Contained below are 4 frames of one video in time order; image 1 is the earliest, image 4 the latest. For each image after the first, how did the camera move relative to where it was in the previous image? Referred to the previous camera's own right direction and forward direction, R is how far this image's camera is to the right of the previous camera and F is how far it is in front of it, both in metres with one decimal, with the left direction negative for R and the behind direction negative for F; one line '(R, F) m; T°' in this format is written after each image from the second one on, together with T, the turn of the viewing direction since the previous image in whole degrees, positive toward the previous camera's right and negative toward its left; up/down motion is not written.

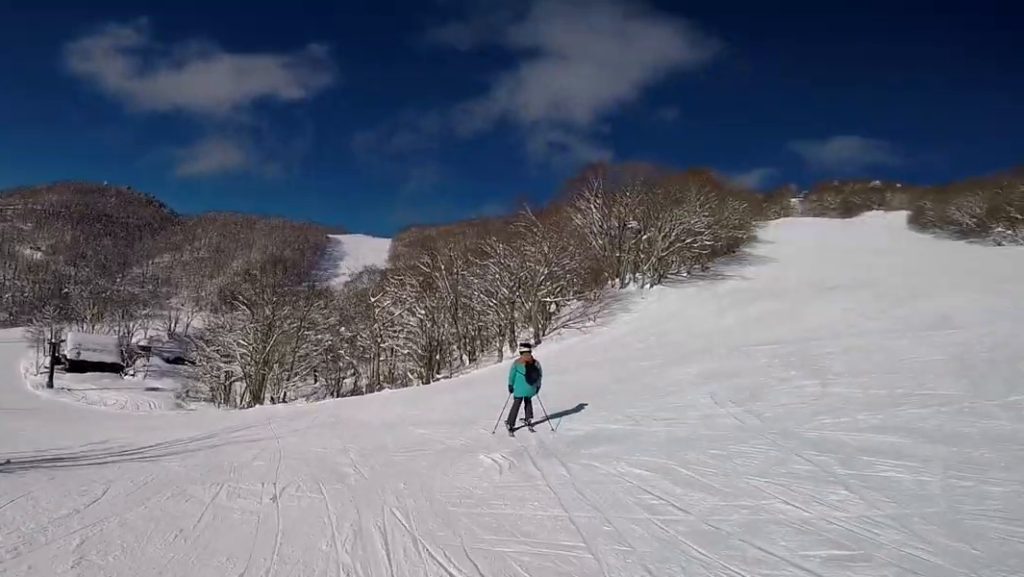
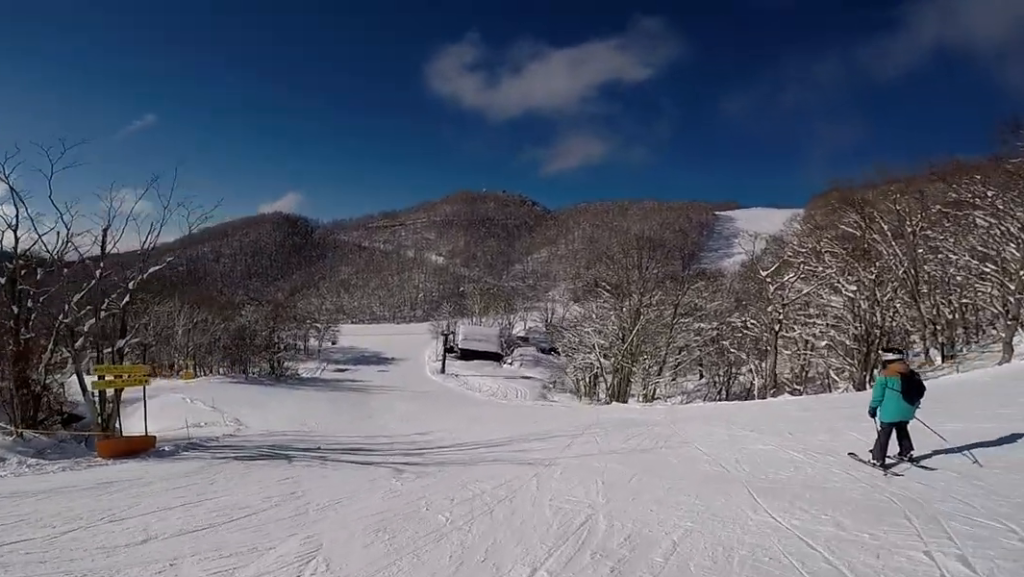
(-0.7, +4.4) m; -20°
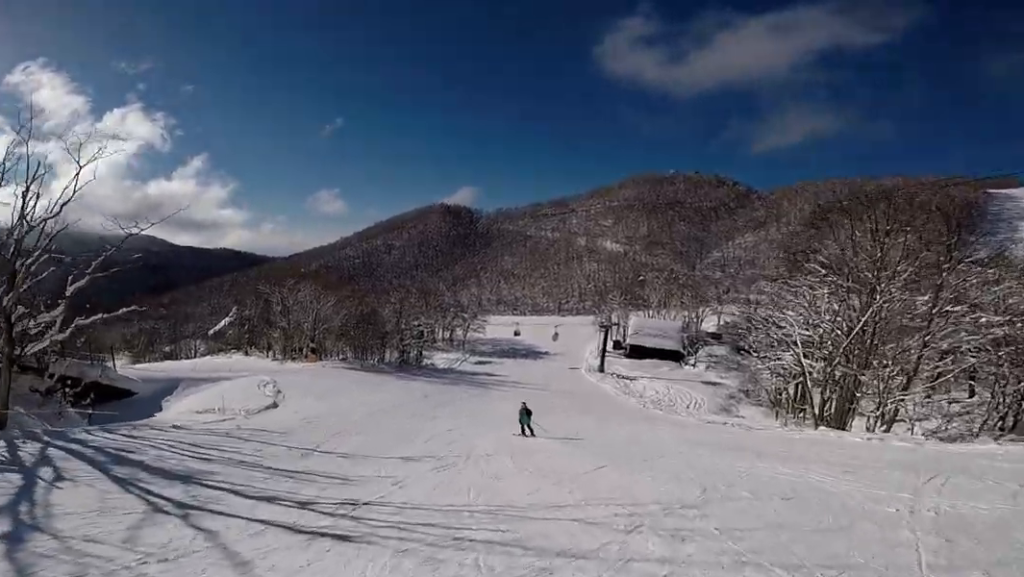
(-5.7, +15.4) m; -48°
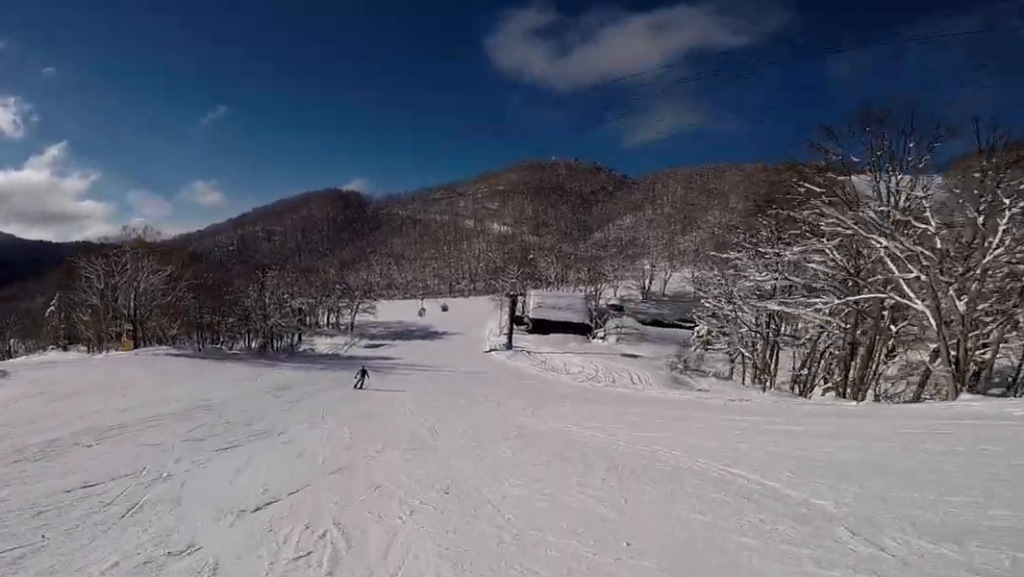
(-1.3, +17.9) m; -7°
